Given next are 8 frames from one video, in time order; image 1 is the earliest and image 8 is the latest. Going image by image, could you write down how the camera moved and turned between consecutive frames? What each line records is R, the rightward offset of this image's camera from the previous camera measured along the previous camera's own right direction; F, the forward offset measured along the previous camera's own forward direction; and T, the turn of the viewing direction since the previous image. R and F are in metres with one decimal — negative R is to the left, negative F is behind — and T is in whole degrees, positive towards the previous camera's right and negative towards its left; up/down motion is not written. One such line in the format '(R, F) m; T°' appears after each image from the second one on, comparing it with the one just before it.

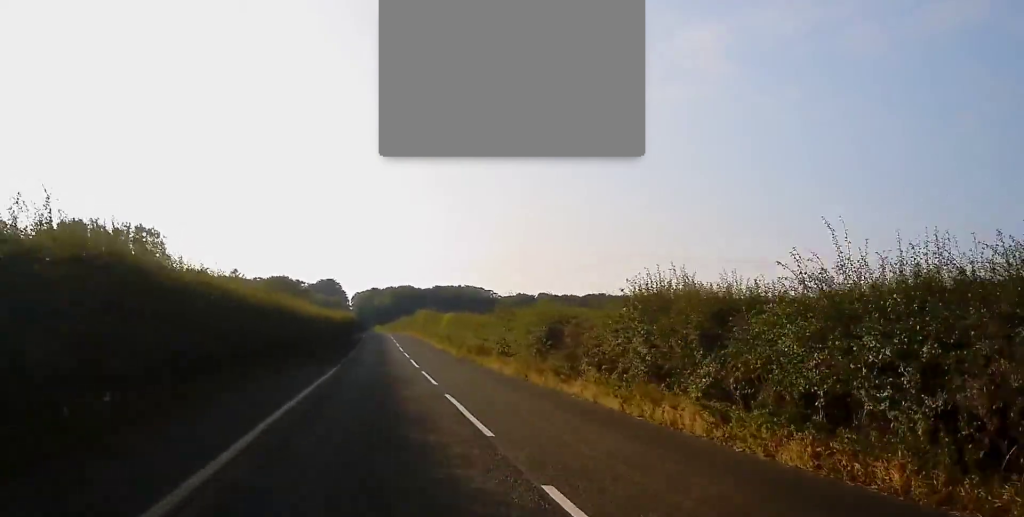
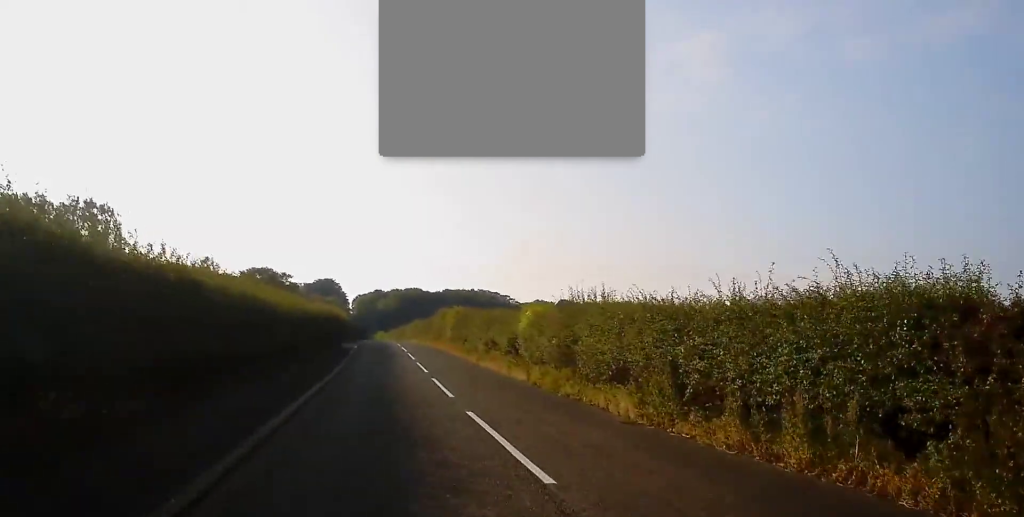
(0.0, +29.9) m; 0°
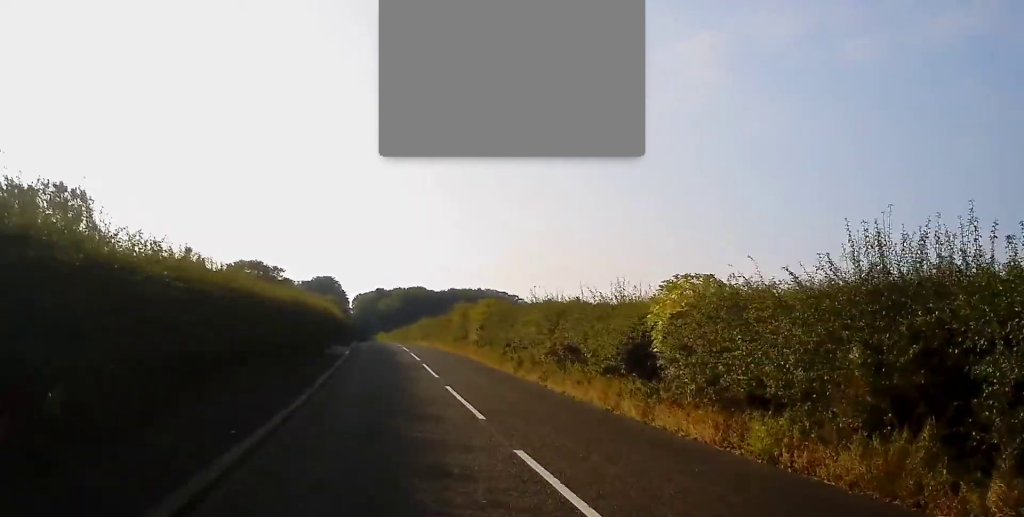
(+0.1, +12.9) m; +1°
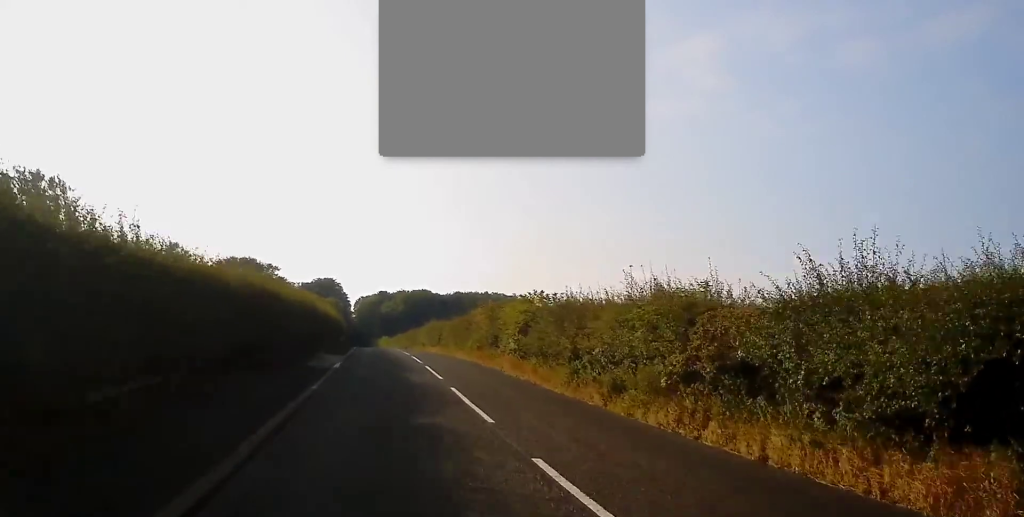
(+0.2, +9.6) m; 0°
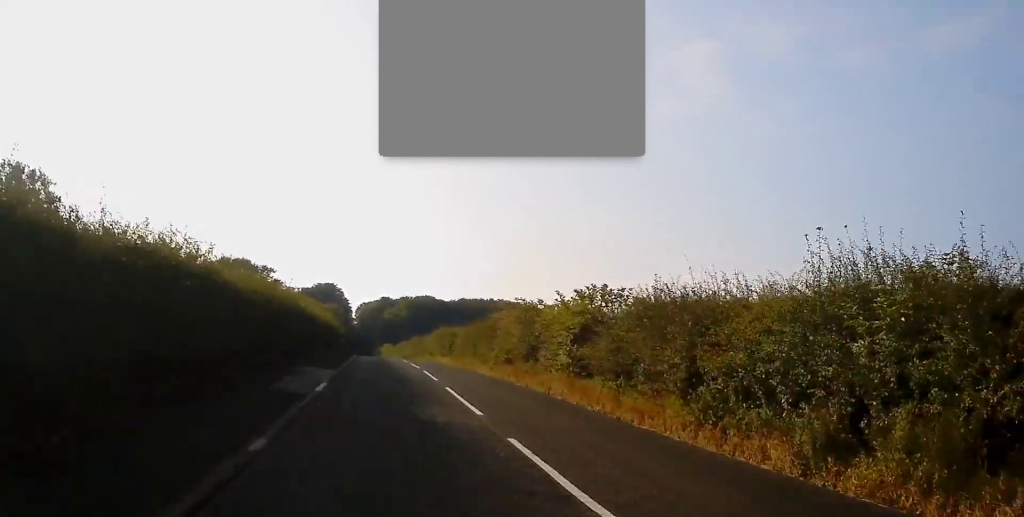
(-0.2, +7.3) m; -1°
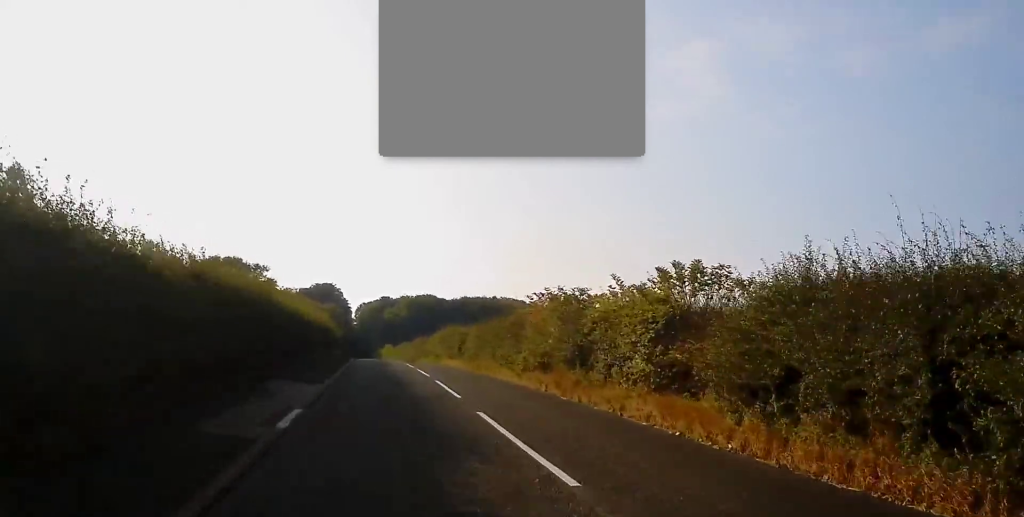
(-0.1, +5.8) m; -1°
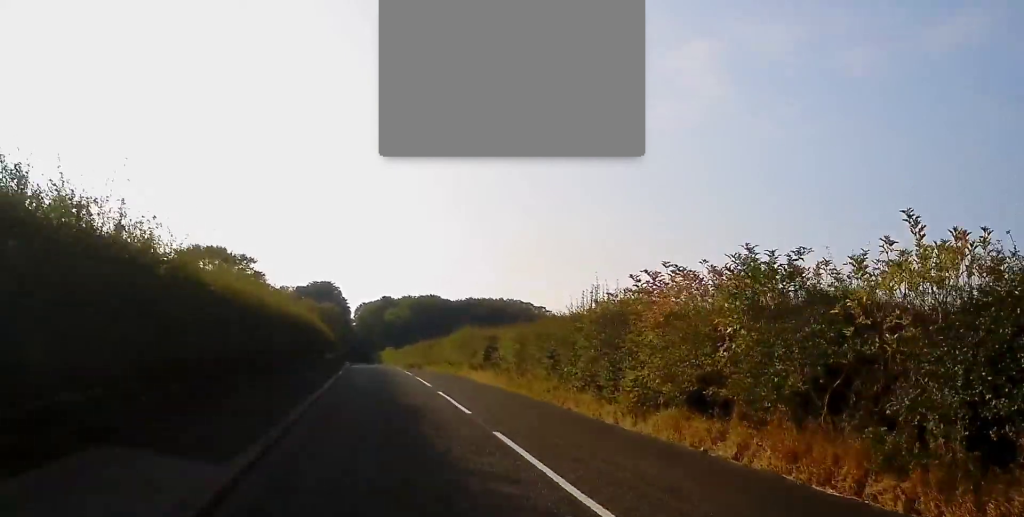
(0.0, +11.0) m; +2°
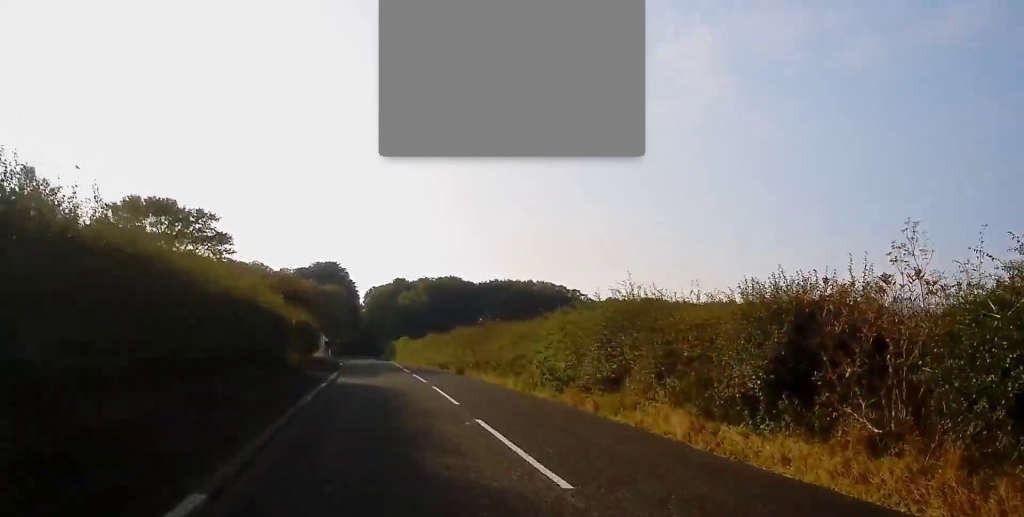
(+0.1, +25.0) m; -2°
